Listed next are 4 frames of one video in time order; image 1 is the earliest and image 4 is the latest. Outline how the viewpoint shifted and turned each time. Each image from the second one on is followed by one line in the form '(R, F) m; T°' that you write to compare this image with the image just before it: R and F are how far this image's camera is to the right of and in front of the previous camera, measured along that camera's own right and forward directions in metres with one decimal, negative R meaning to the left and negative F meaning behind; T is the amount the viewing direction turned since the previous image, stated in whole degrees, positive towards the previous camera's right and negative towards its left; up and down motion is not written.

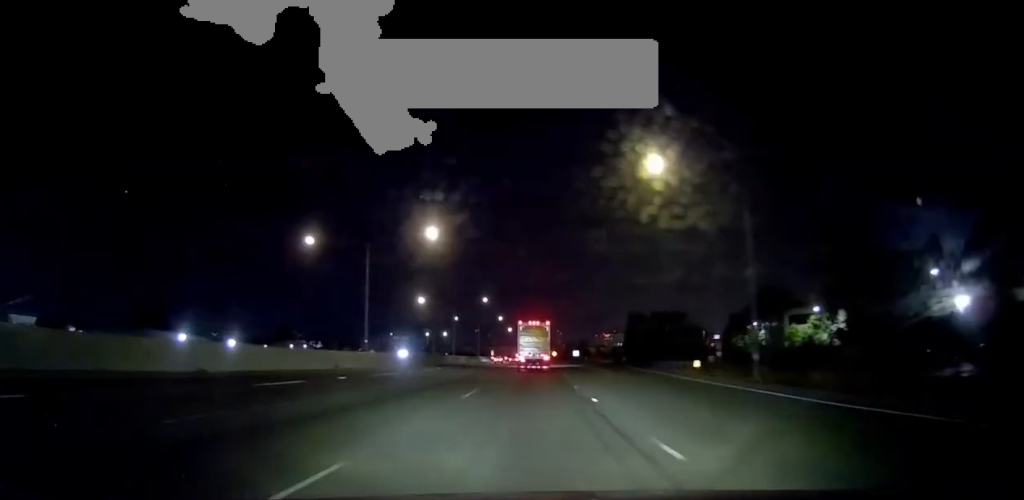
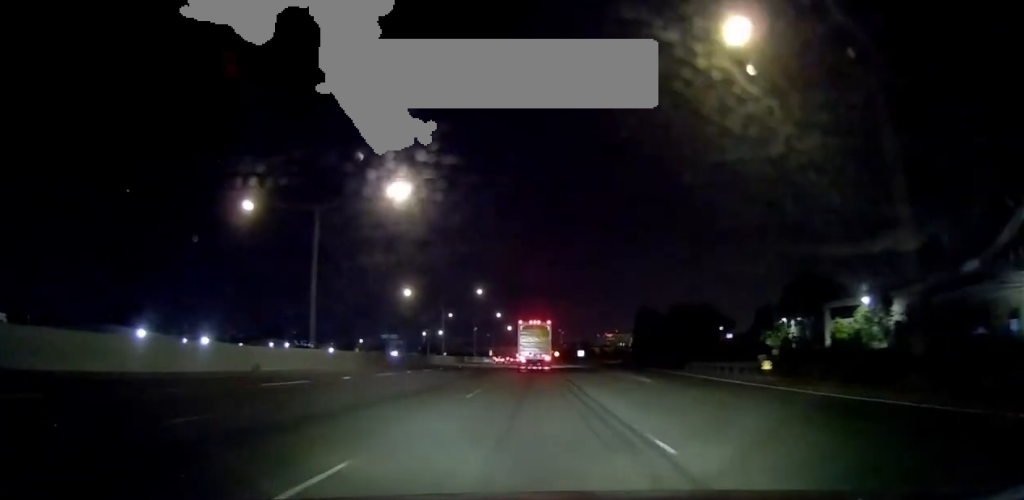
(0.0, +15.1) m; 0°
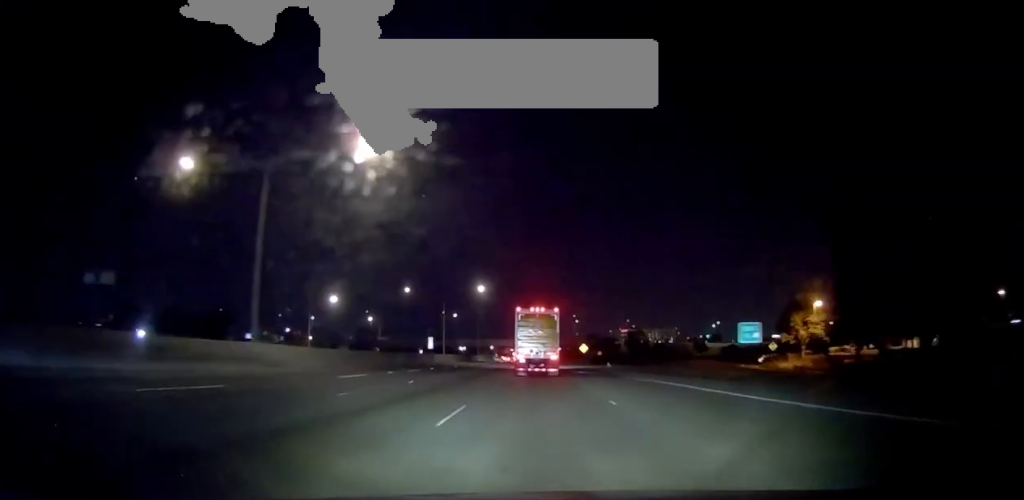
(+0.3, +124.5) m; +1°
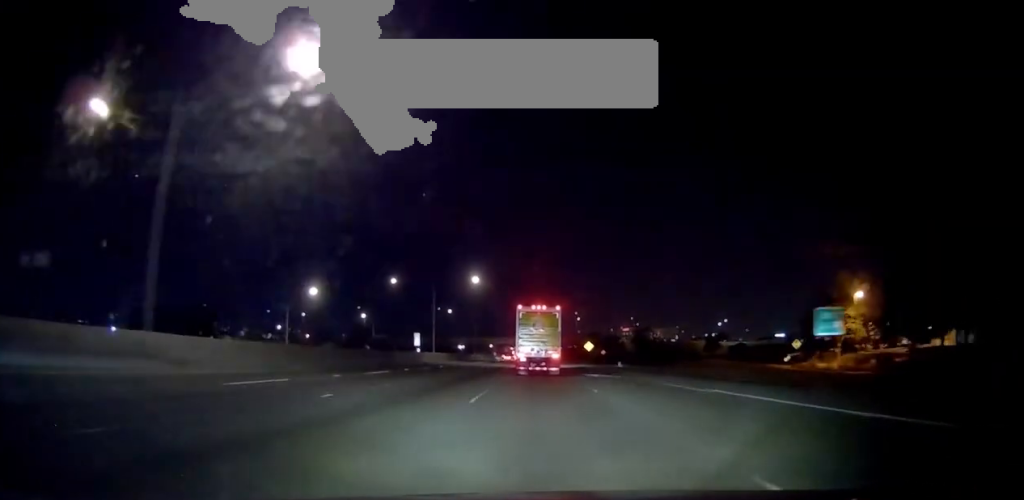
(+0.3, +10.4) m; -1°
